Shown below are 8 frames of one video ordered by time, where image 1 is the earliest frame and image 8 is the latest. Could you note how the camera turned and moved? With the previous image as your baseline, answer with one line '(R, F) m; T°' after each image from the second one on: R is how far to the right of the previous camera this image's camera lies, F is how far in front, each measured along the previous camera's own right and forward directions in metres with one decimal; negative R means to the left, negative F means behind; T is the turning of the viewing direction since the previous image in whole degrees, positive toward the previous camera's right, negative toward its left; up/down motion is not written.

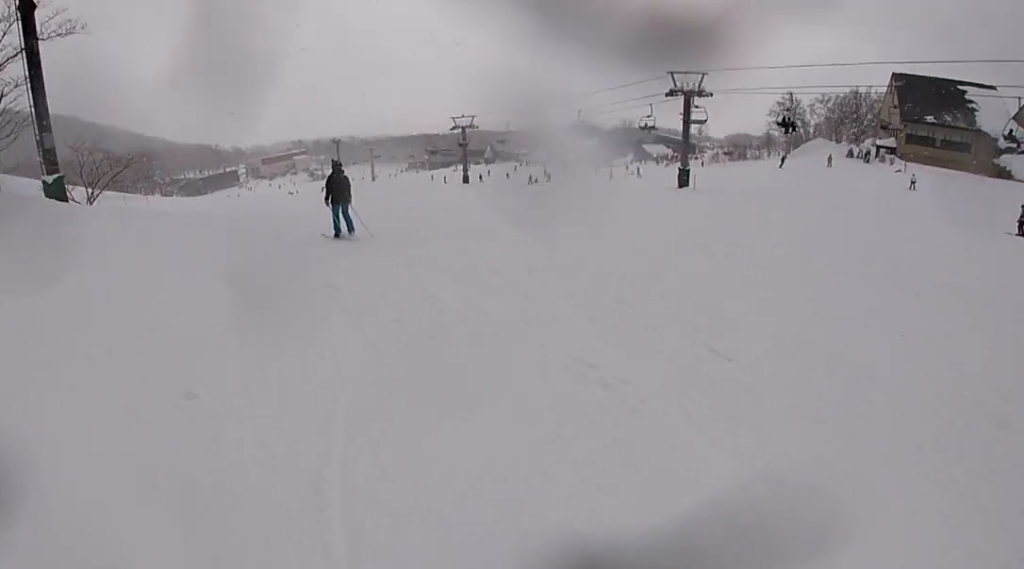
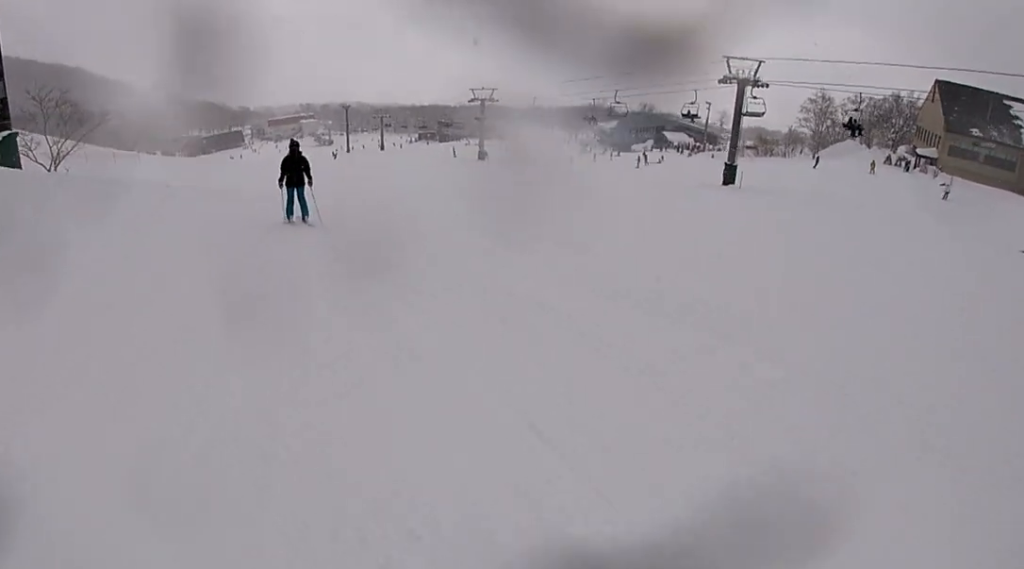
(-0.1, +6.2) m; -8°
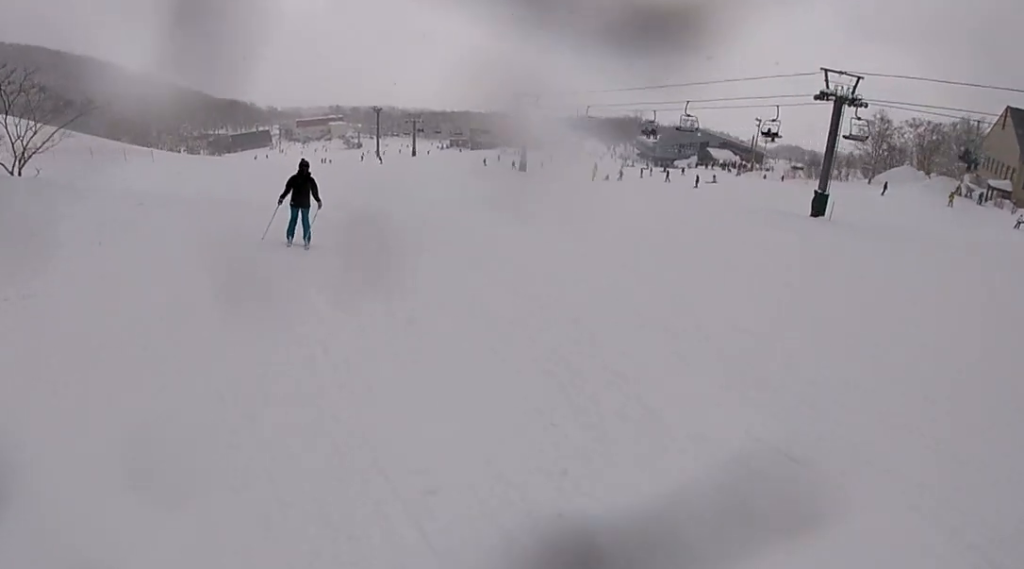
(-1.0, +7.9) m; -3°
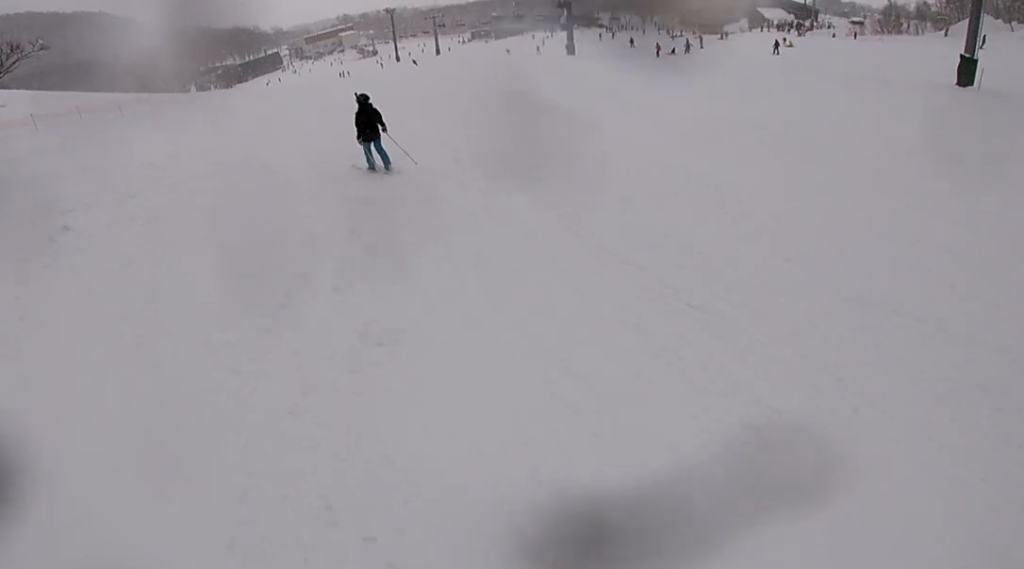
(+0.7, +9.9) m; +6°
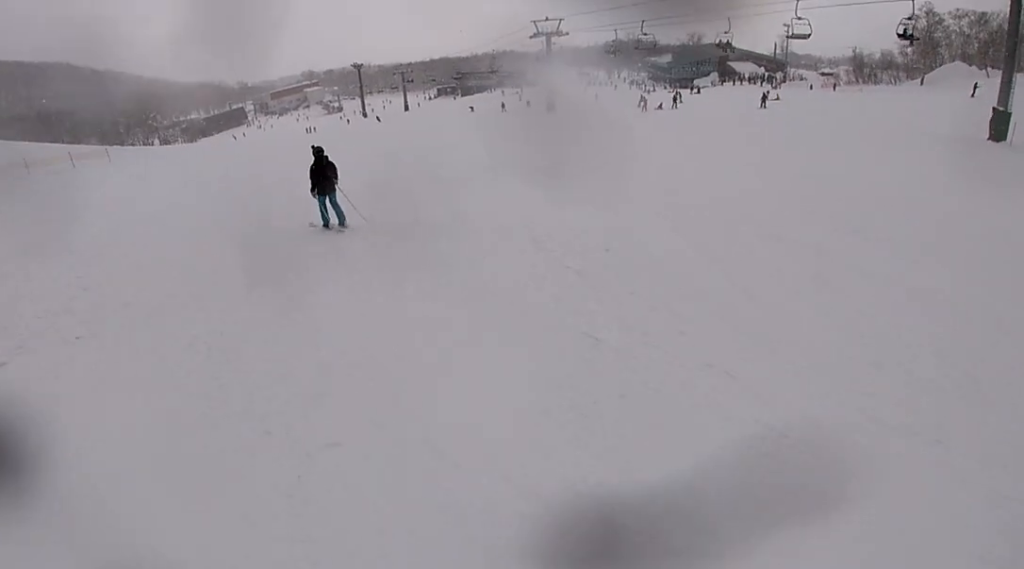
(+0.2, +6.1) m; 0°
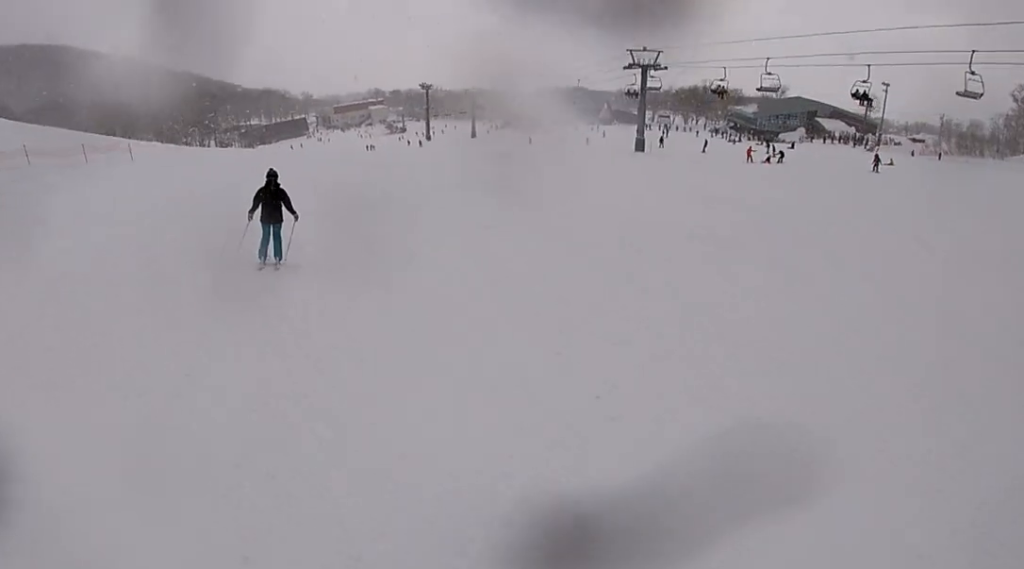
(-0.2, +9.6) m; -2°
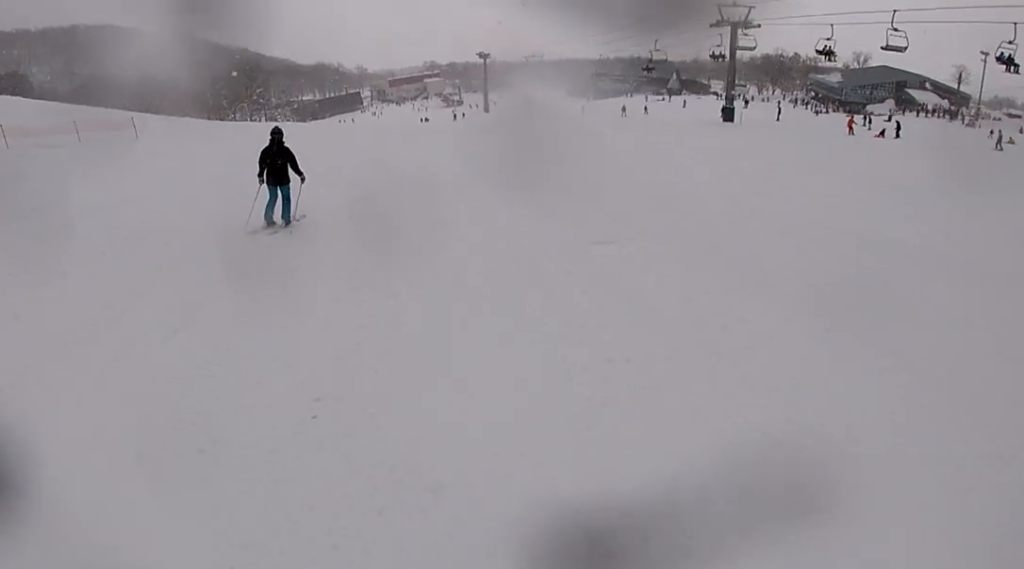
(0.0, +7.8) m; -4°
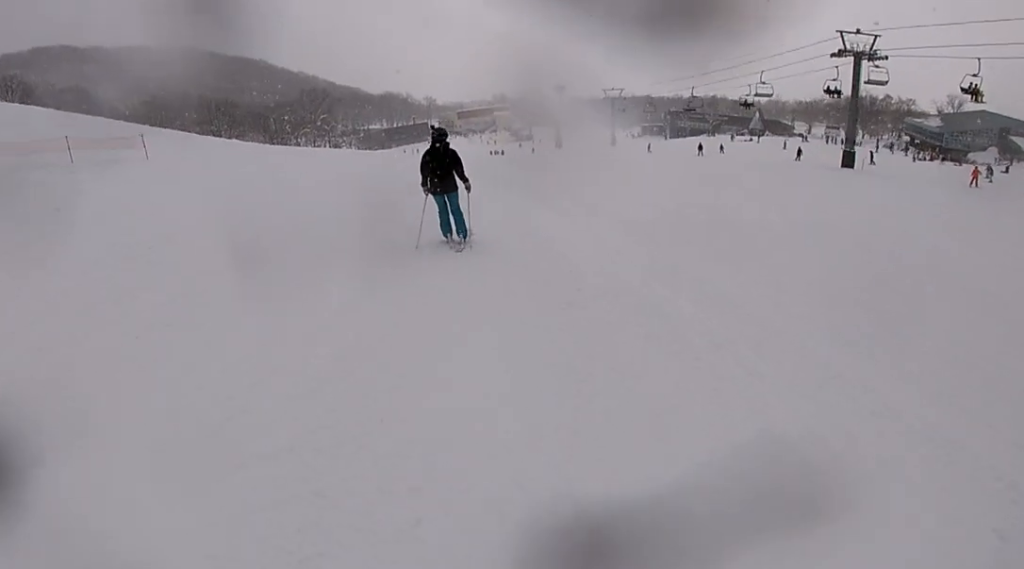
(-0.5, +8.2) m; -8°
